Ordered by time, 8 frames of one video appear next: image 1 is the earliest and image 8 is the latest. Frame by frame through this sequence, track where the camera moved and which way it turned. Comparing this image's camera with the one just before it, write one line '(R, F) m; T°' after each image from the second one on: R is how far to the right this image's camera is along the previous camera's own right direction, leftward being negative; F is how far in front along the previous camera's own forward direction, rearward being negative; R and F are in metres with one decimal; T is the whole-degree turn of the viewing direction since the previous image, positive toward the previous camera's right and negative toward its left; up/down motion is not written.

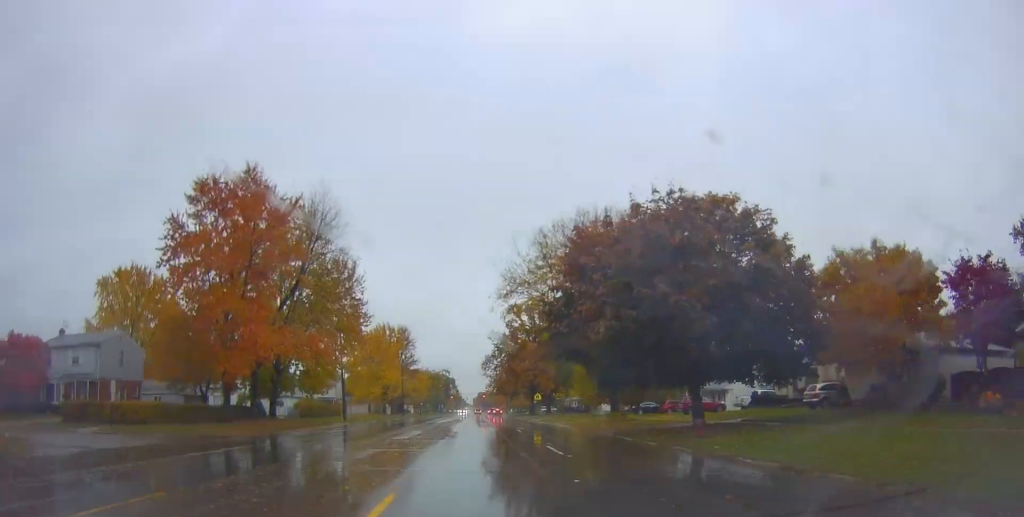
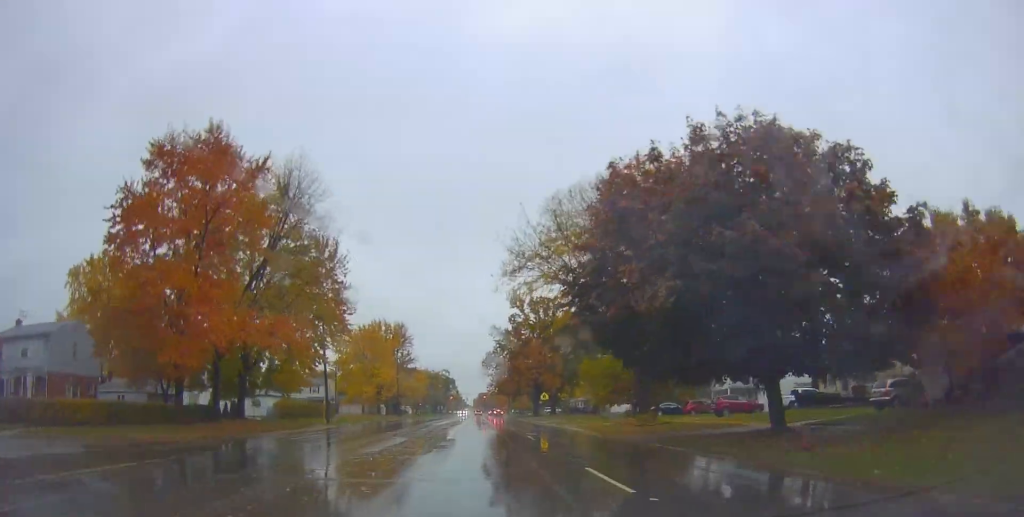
(+0.3, +7.7) m; 0°
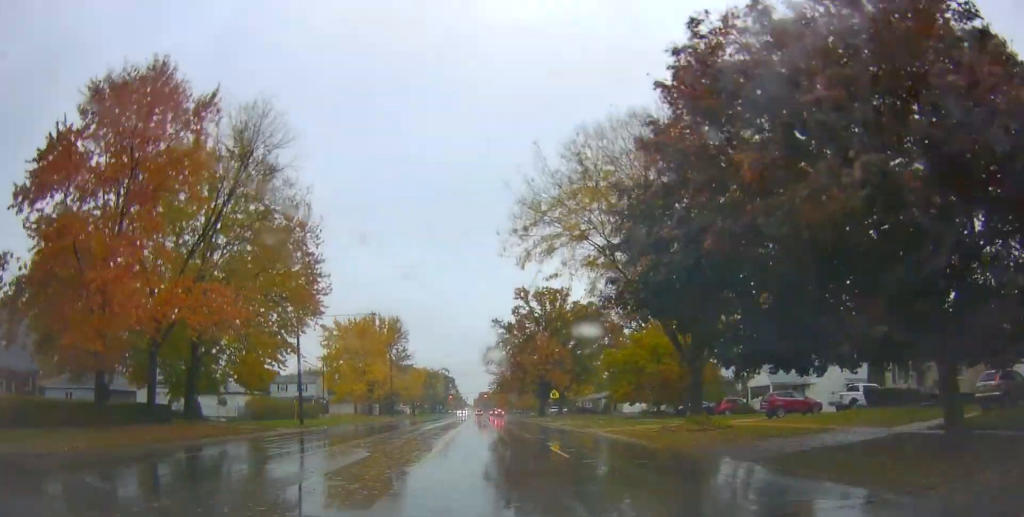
(-0.1, +8.9) m; -1°
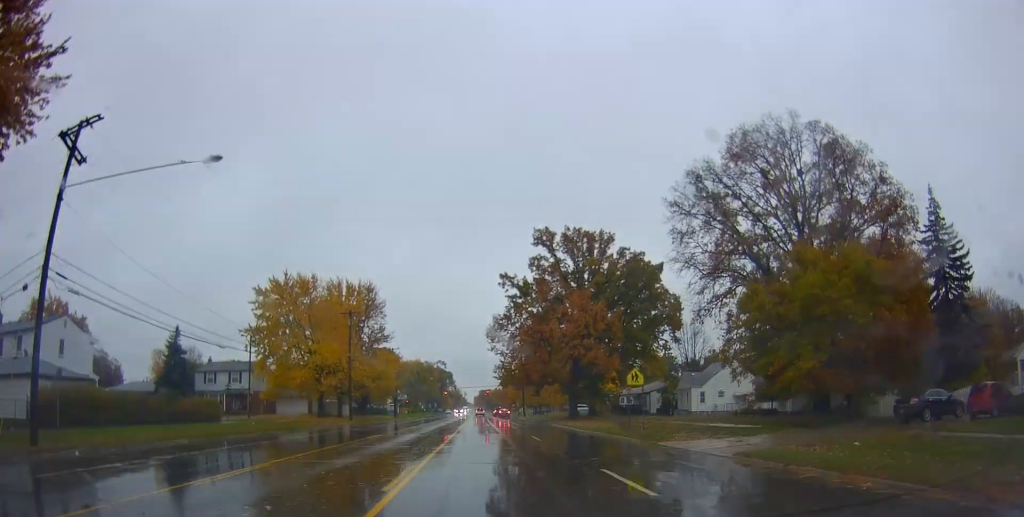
(-1.0, +32.3) m; 0°
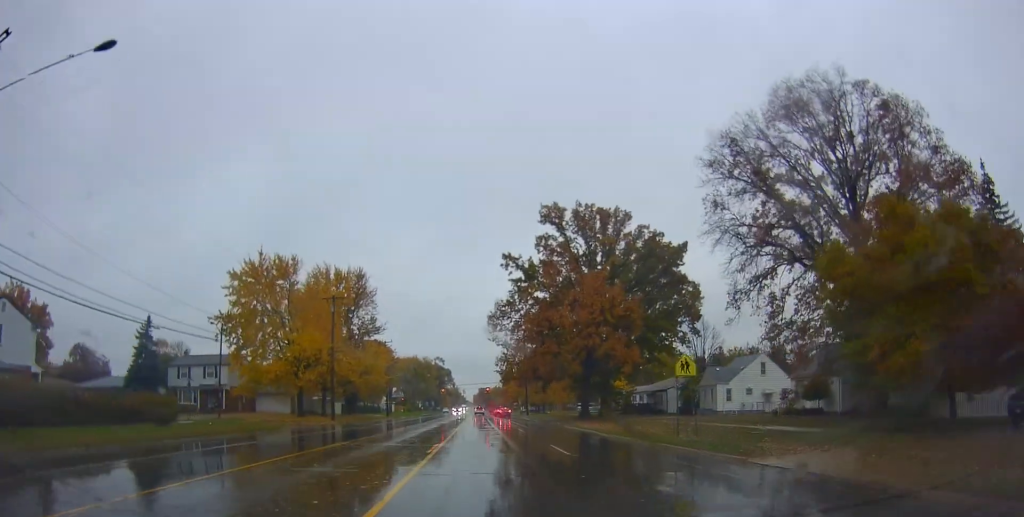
(+0.3, +7.6) m; 0°
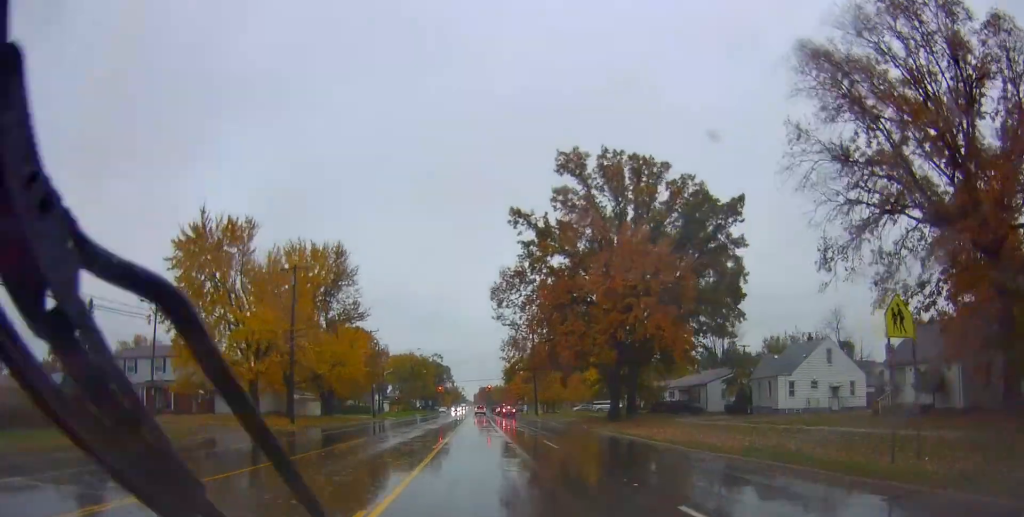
(+0.2, +13.2) m; 0°
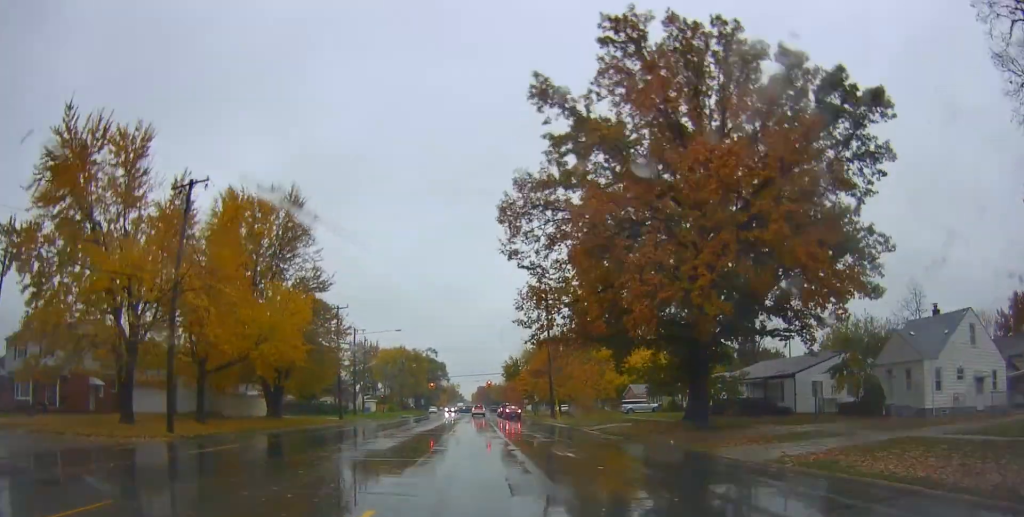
(-0.6, +19.3) m; -2°
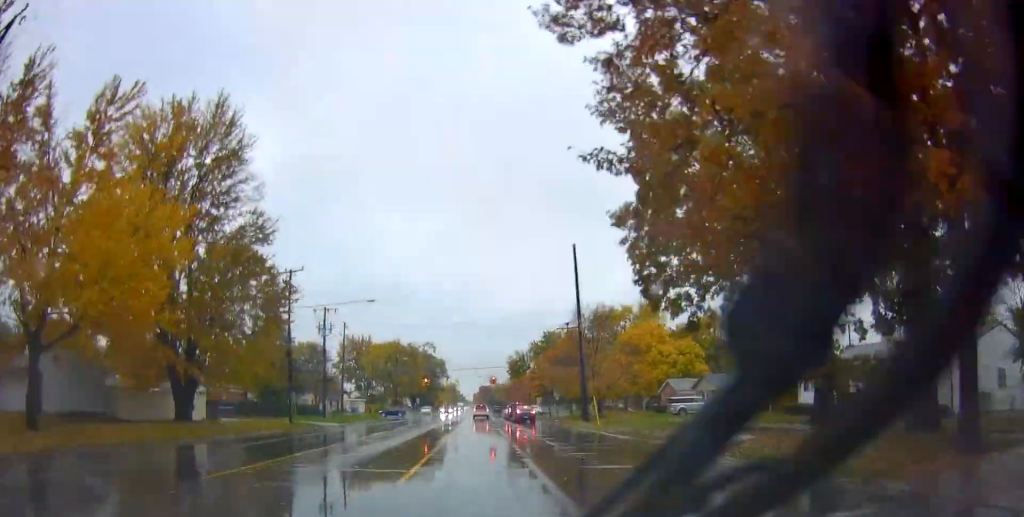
(+0.3, +18.1) m; 0°
